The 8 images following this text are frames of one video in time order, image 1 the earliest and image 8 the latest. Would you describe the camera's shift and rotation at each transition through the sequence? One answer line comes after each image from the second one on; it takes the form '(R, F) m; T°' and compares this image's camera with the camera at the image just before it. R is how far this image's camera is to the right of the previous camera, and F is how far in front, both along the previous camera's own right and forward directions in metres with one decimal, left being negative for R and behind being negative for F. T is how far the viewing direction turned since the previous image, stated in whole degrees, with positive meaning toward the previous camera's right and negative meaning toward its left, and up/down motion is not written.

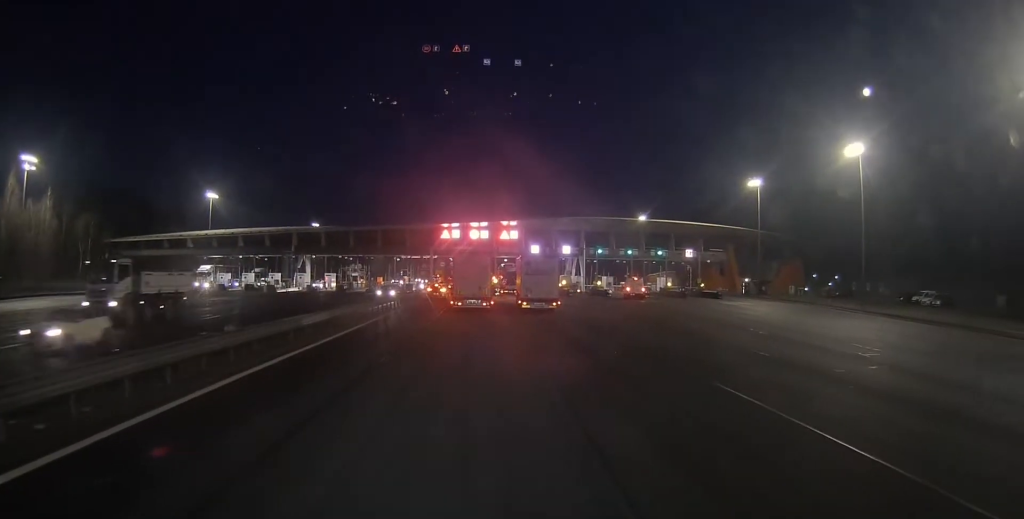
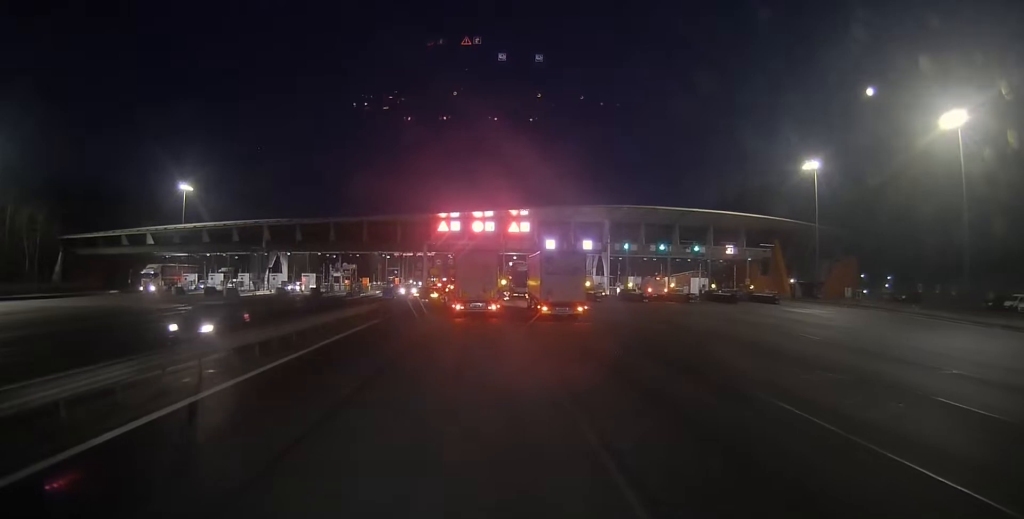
(-0.2, +16.4) m; -1°
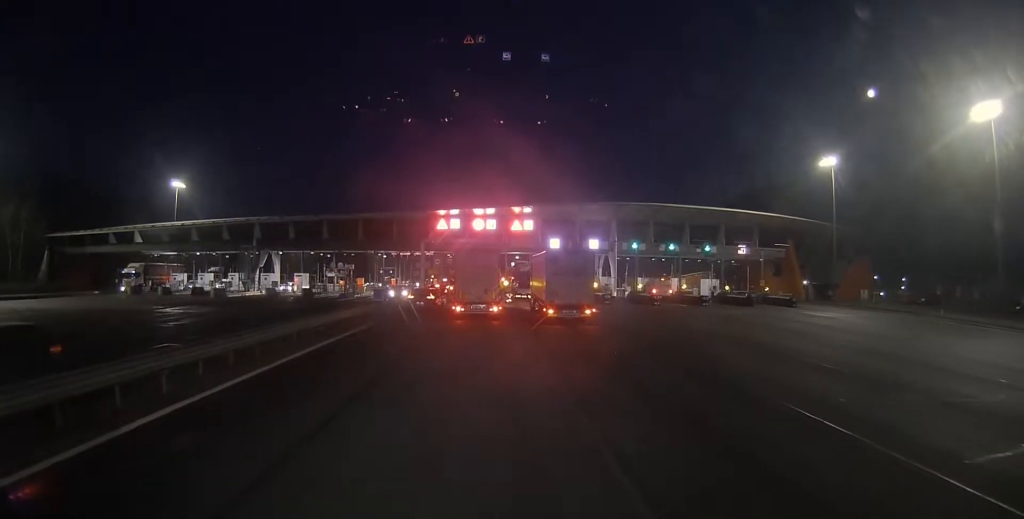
(-0.1, +4.2) m; 0°
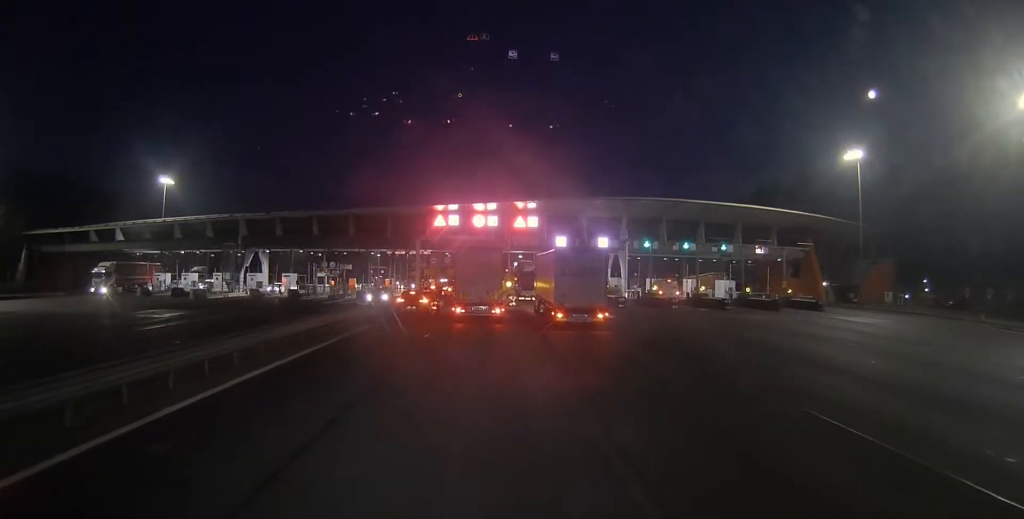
(0.0, +5.8) m; 0°
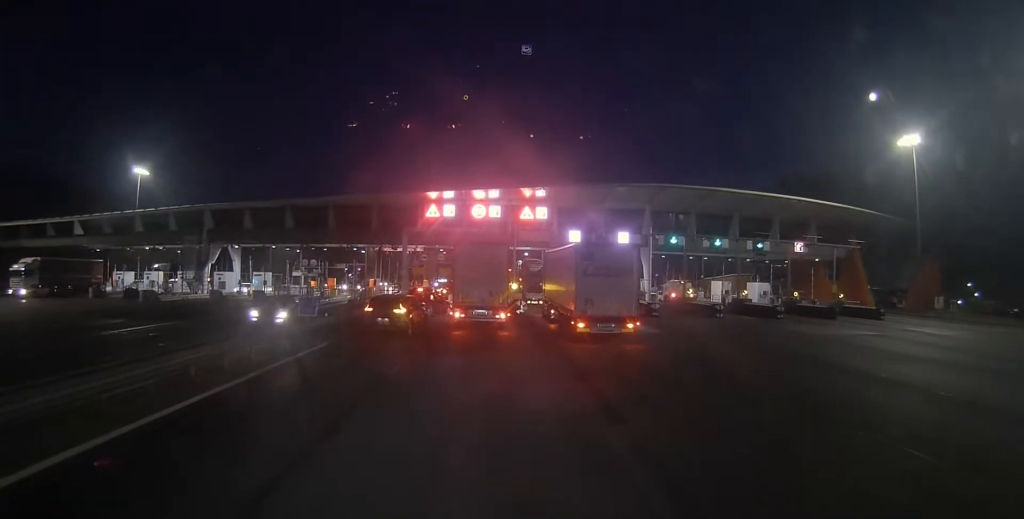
(0.0, +11.2) m; 0°
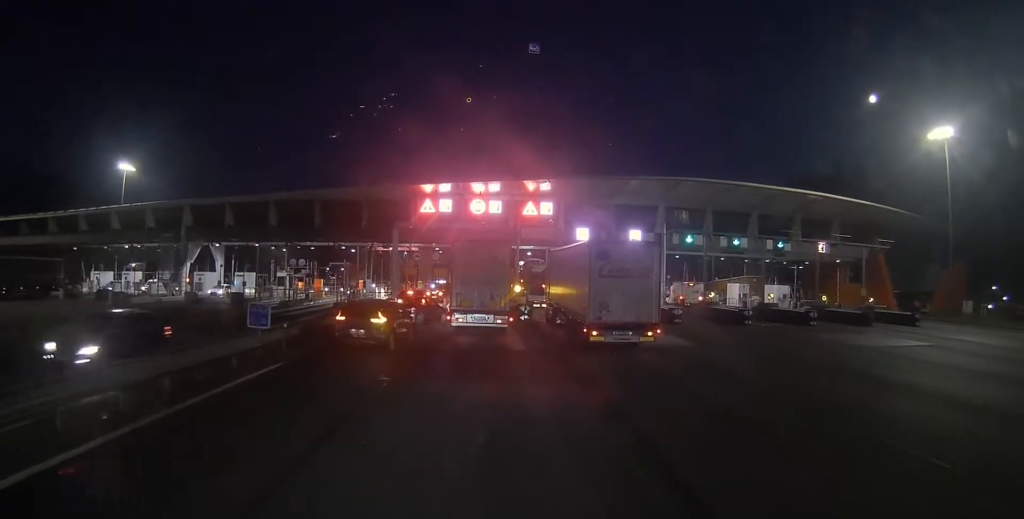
(+0.1, +5.5) m; +2°
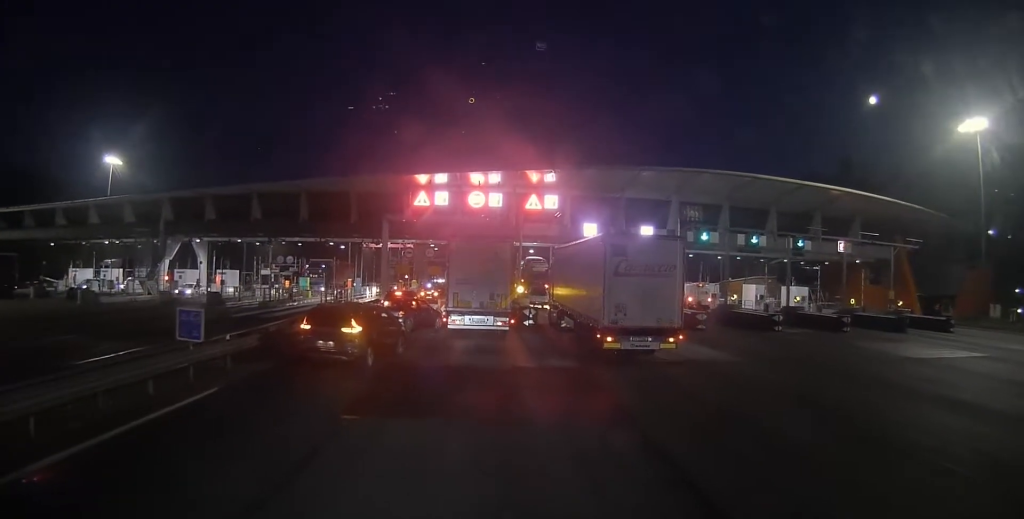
(+0.1, +4.6) m; +1°
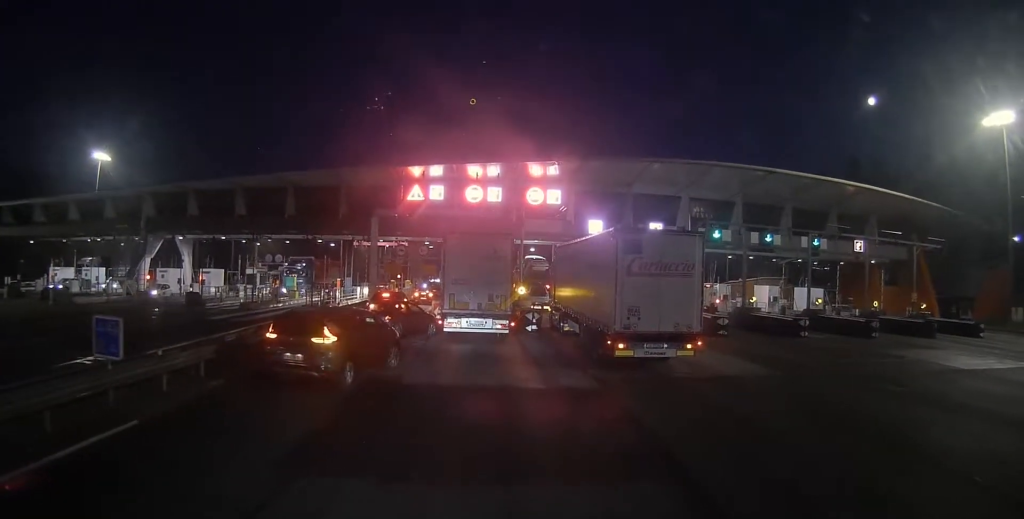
(+0.1, +3.5) m; 0°
